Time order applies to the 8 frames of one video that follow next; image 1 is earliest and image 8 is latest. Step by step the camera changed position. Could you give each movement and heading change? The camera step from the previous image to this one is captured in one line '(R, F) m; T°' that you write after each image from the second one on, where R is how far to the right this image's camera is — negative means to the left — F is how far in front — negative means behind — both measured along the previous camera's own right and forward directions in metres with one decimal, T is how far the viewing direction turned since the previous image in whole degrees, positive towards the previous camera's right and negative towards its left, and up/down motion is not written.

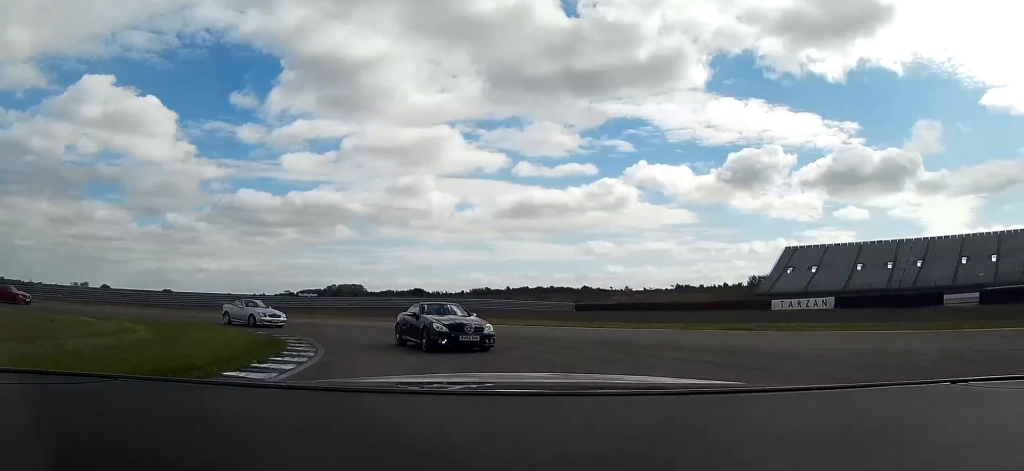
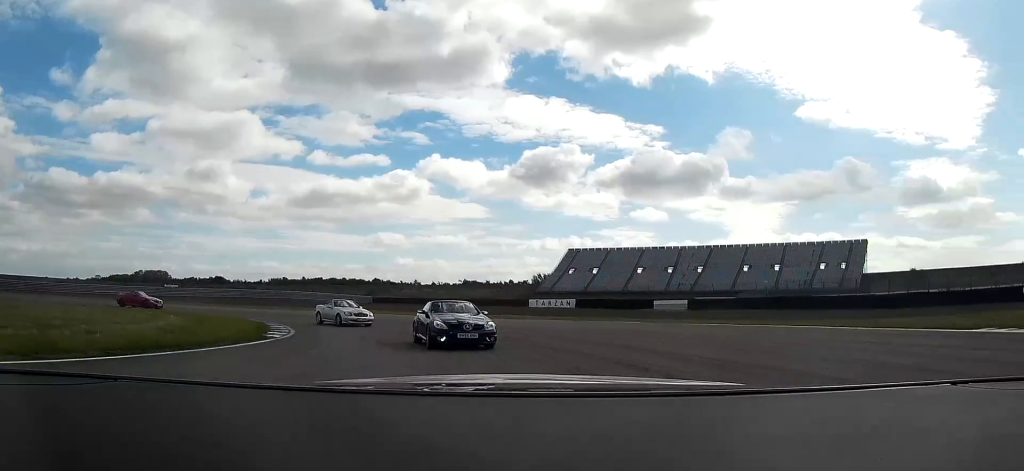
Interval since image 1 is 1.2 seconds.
(+2.3, +16.8) m; +20°
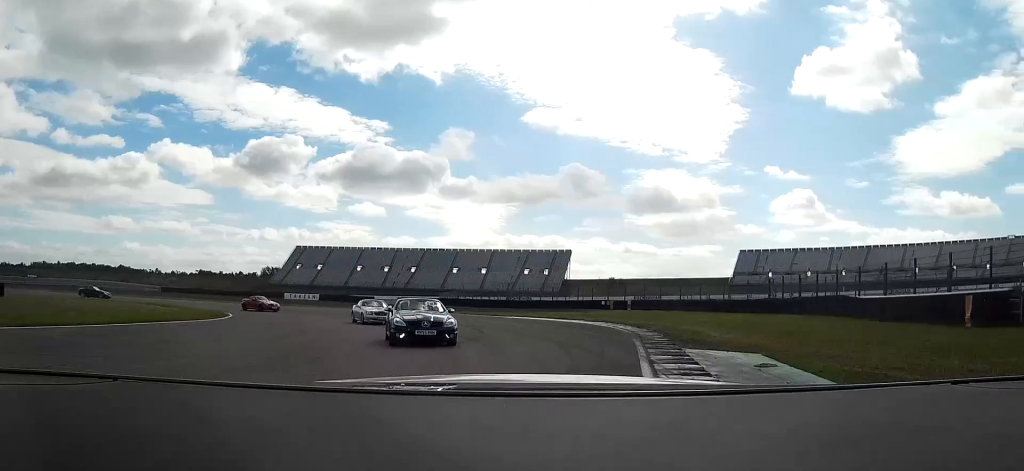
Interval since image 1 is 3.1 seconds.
(+6.7, +27.4) m; +24°
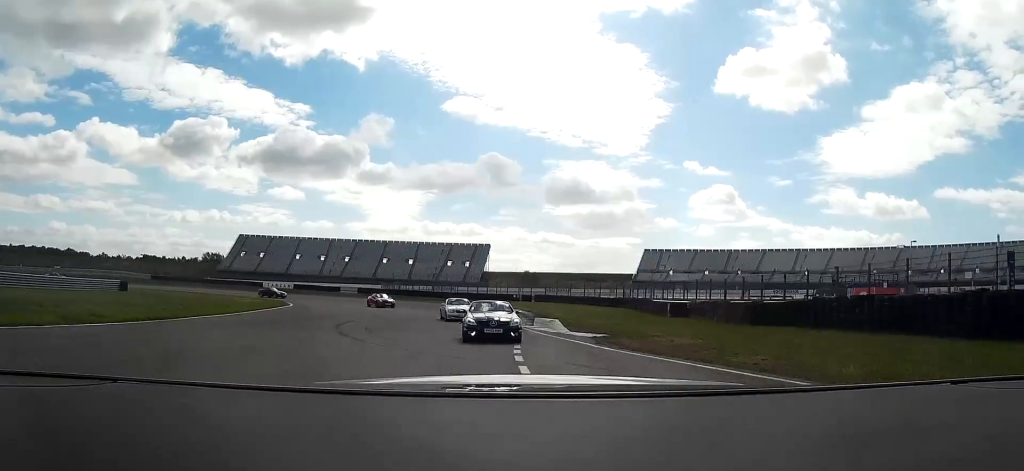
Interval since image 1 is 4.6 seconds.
(+3.5, +25.6) m; +11°
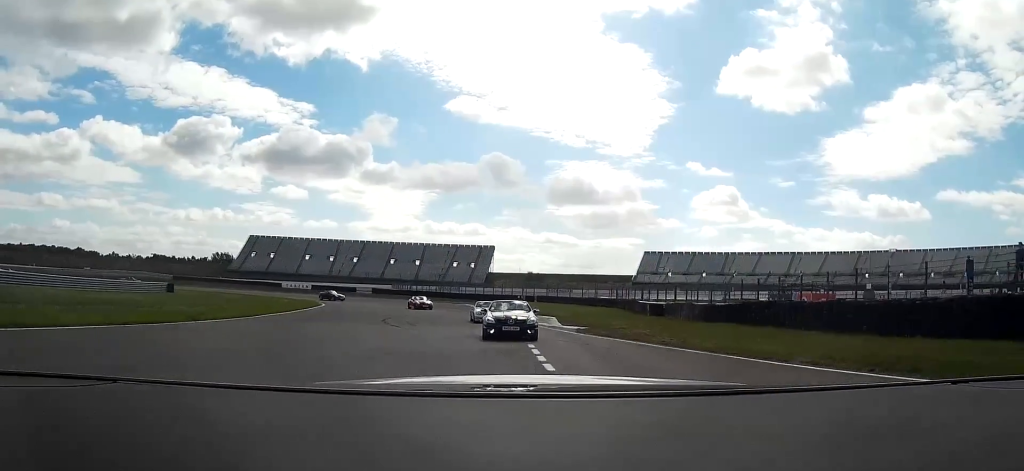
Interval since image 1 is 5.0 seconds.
(+0.1, +8.2) m; +2°
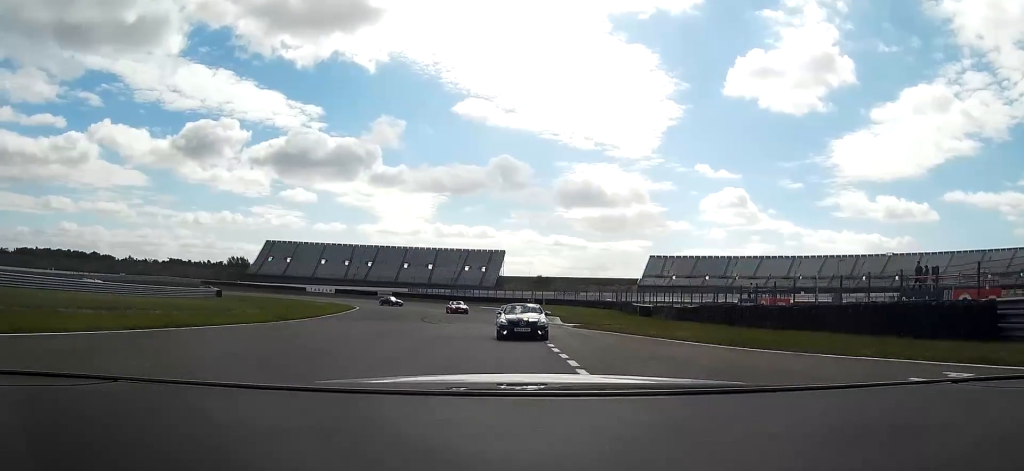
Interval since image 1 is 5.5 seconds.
(+0.2, +9.5) m; +1°
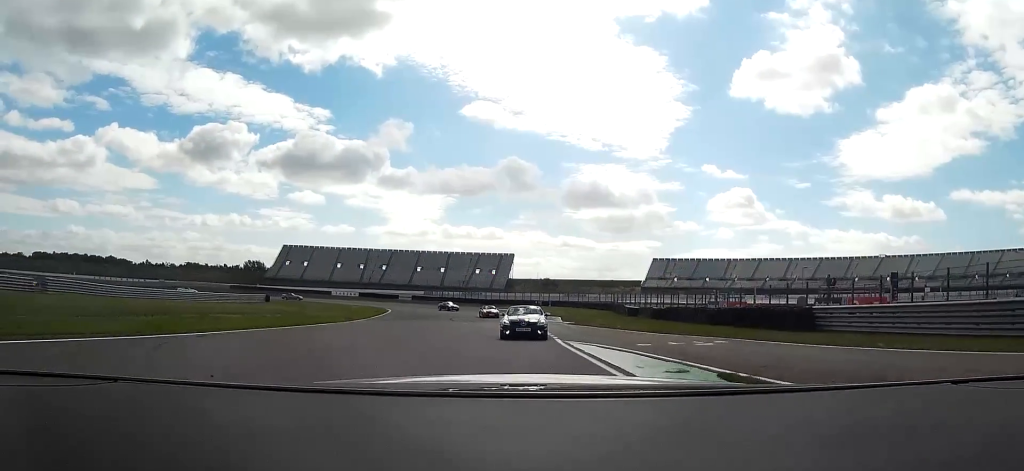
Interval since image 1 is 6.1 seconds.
(+0.2, +12.6) m; +1°
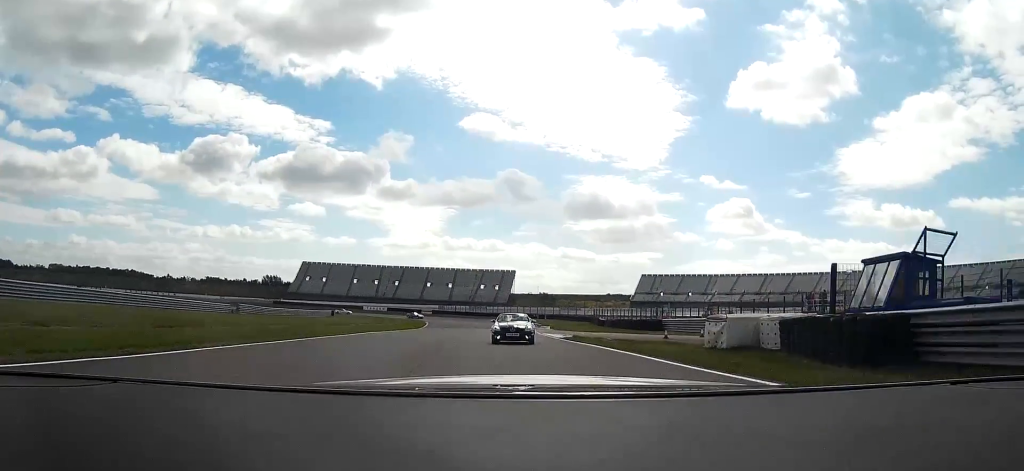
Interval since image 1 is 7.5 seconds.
(0.0, +32.4) m; 0°
